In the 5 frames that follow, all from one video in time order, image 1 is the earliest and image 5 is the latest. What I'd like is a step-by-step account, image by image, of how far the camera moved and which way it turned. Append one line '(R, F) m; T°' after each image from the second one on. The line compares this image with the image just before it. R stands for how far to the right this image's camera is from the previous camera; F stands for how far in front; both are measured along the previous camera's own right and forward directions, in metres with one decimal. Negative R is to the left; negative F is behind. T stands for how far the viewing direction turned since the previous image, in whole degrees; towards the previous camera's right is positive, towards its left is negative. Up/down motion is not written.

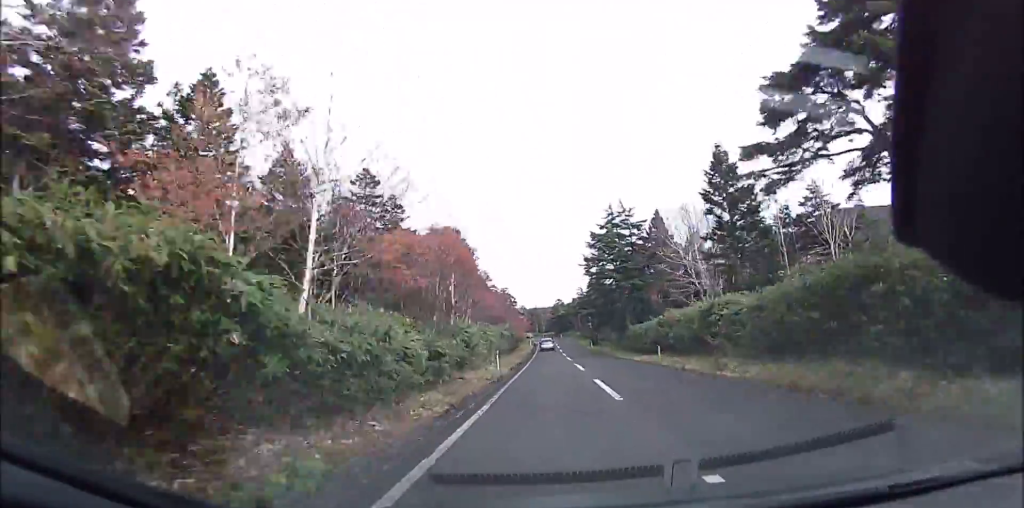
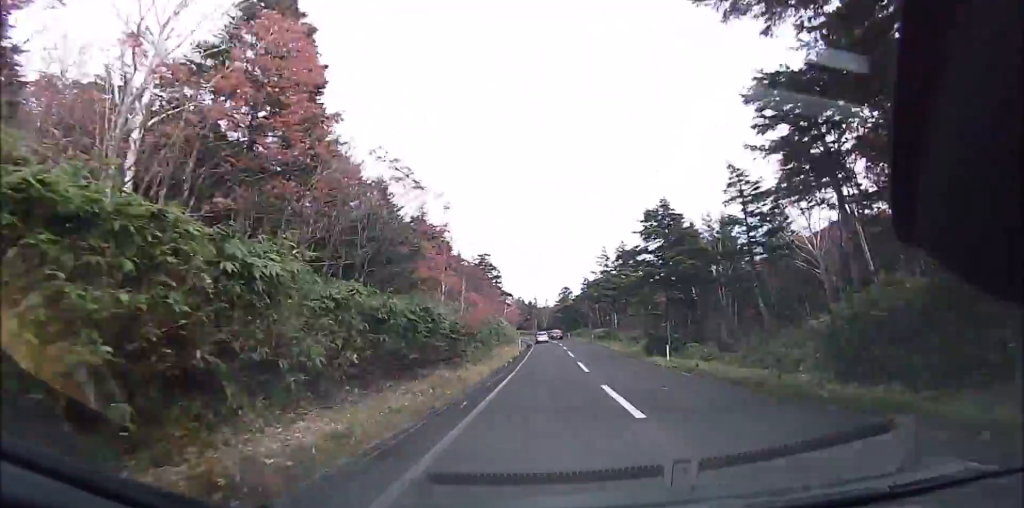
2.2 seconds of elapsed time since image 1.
(+0.8, +32.3) m; +2°
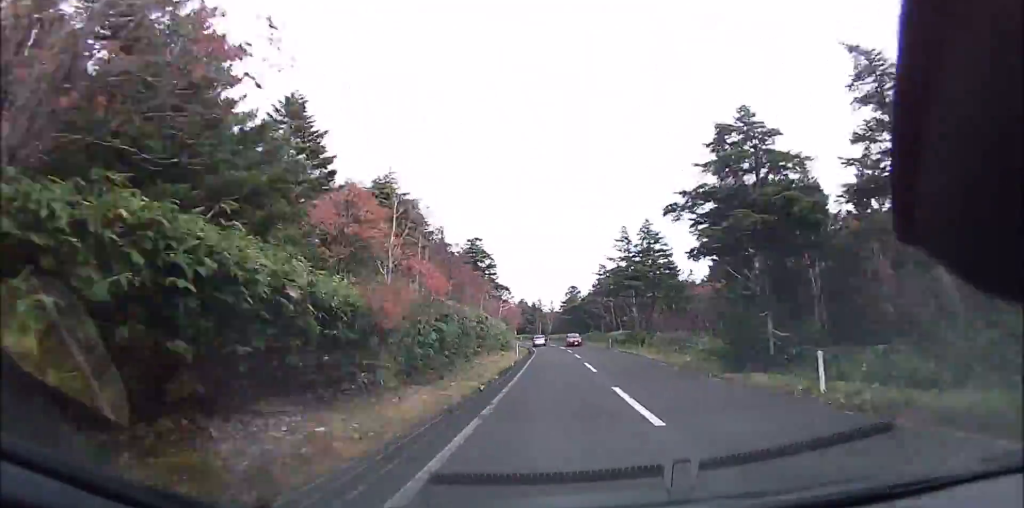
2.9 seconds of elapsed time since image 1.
(+0.1, +10.6) m; 0°
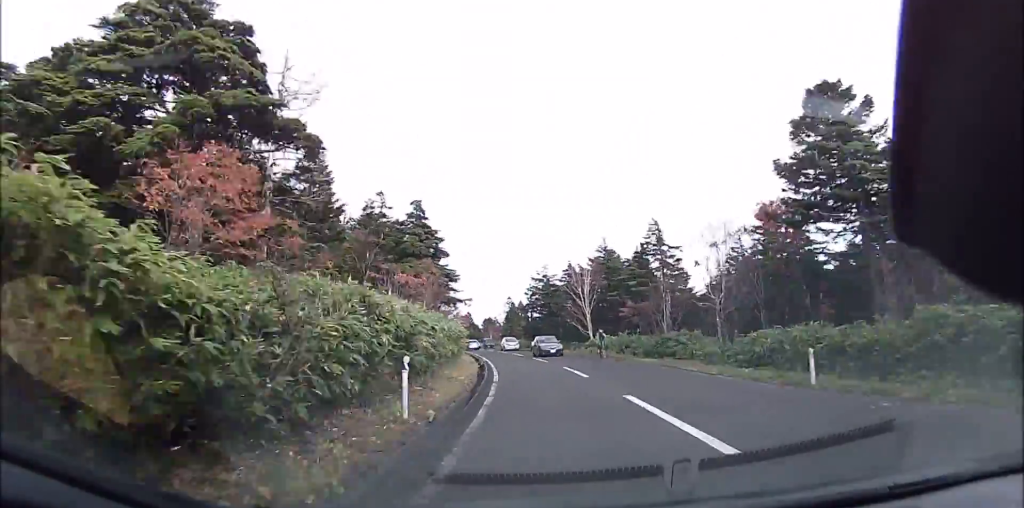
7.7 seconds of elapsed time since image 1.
(-4.1, +71.6) m; -11°
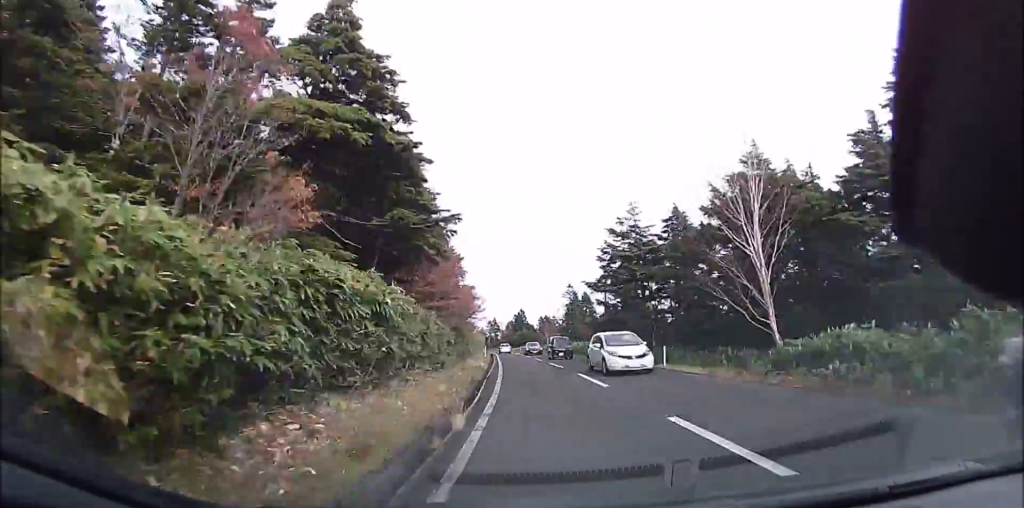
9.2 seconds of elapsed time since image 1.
(-1.0, +22.5) m; -7°
